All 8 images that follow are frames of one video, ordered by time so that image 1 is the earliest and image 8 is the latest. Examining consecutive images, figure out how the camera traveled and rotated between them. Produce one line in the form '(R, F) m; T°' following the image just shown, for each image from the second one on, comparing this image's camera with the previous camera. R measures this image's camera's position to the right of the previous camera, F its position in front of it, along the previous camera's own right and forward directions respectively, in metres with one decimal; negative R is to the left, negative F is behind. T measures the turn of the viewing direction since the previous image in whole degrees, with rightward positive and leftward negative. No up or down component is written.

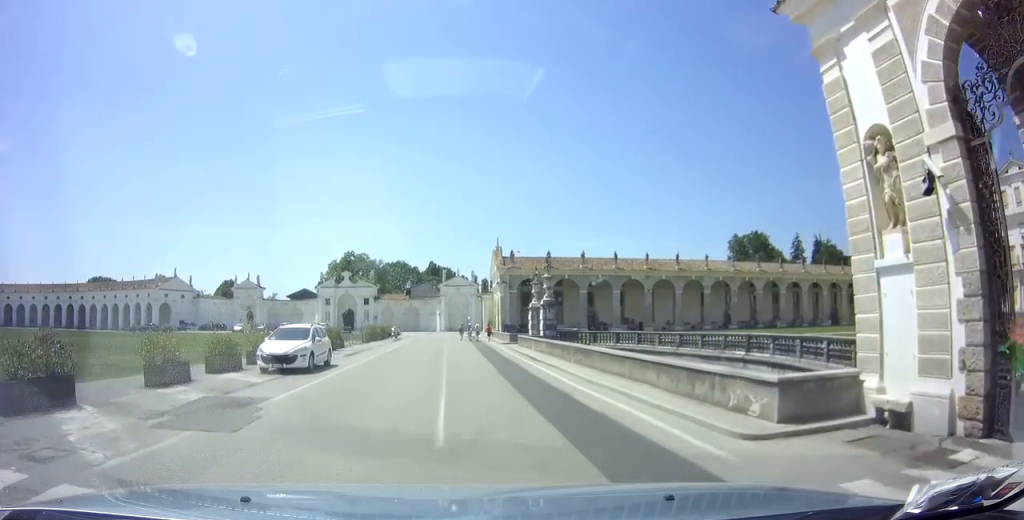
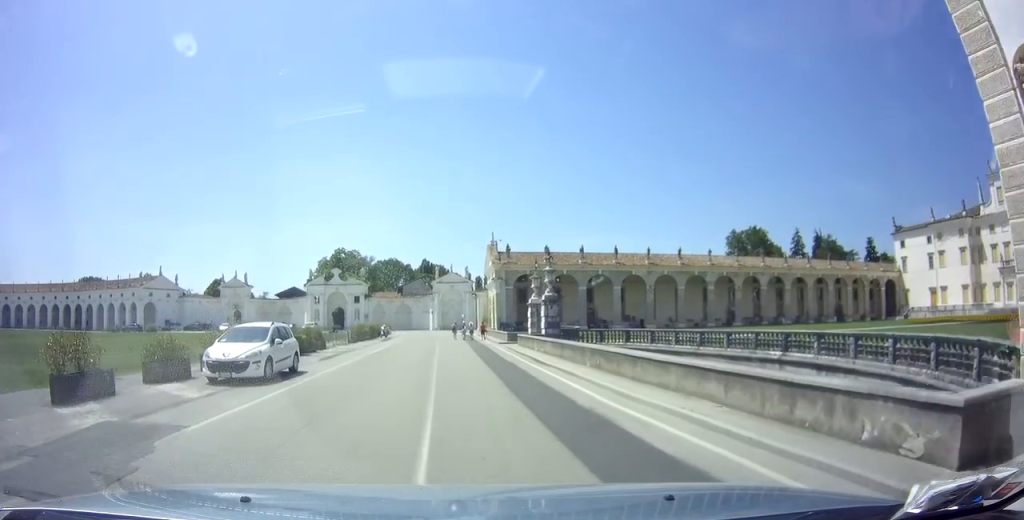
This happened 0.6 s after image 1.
(+0.2, +3.7) m; 0°
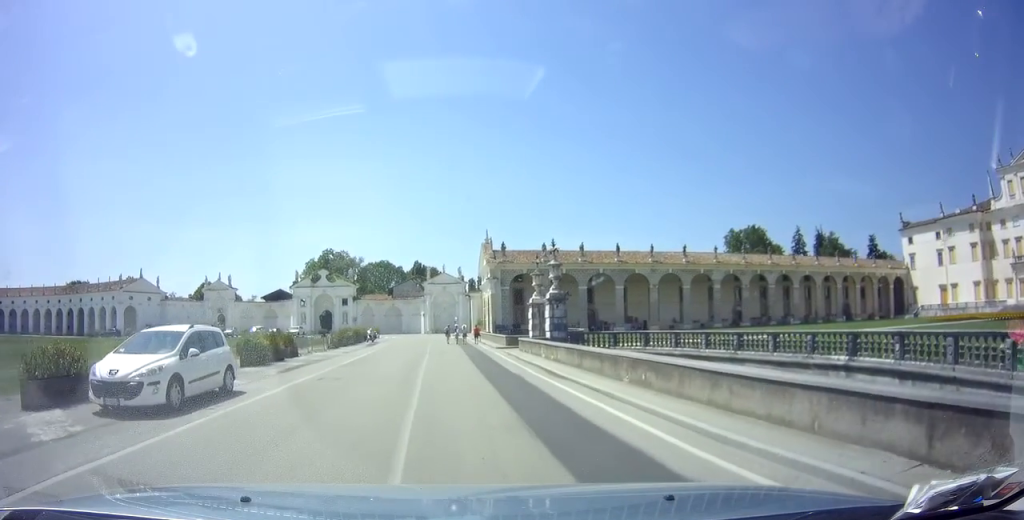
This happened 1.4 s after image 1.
(+0.1, +5.0) m; -1°
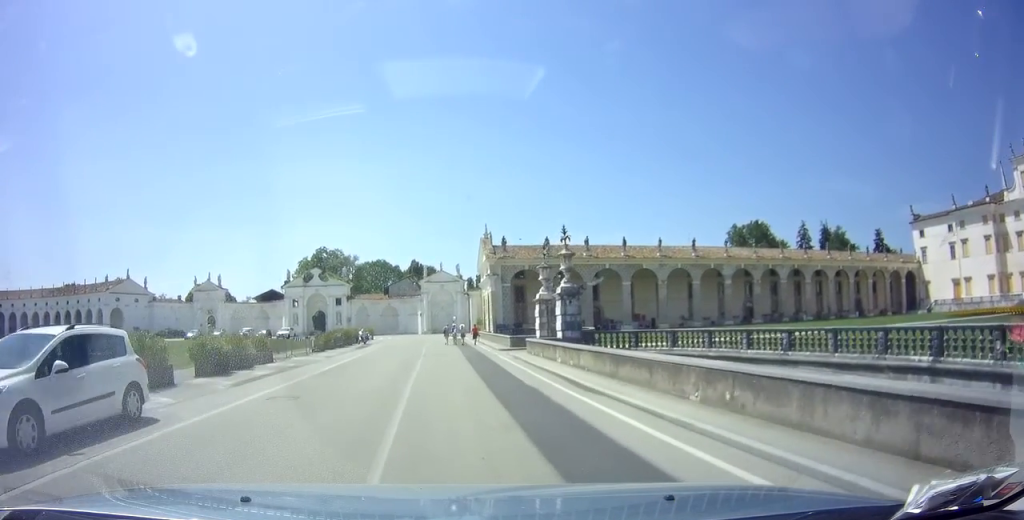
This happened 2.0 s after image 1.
(-0.2, +4.0) m; -2°
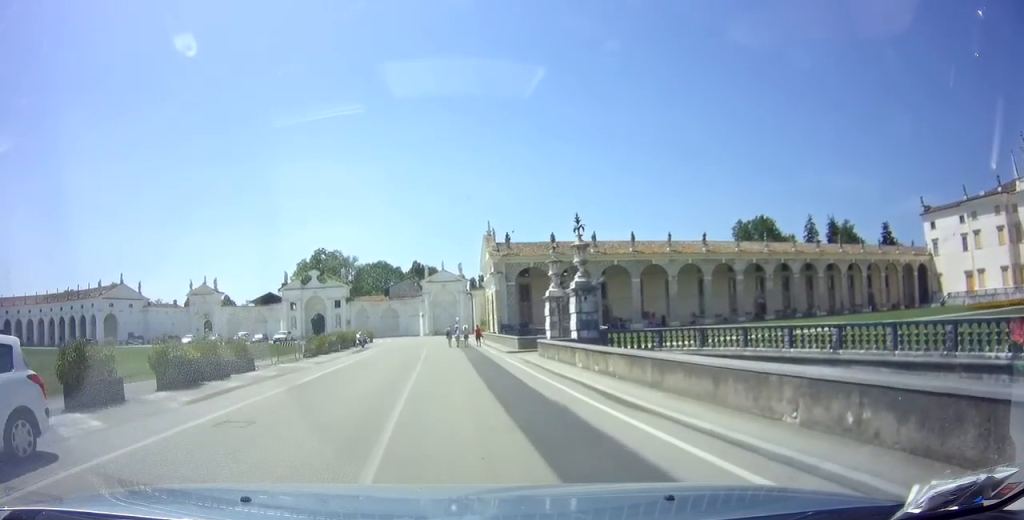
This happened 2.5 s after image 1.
(0.0, +2.7) m; 0°
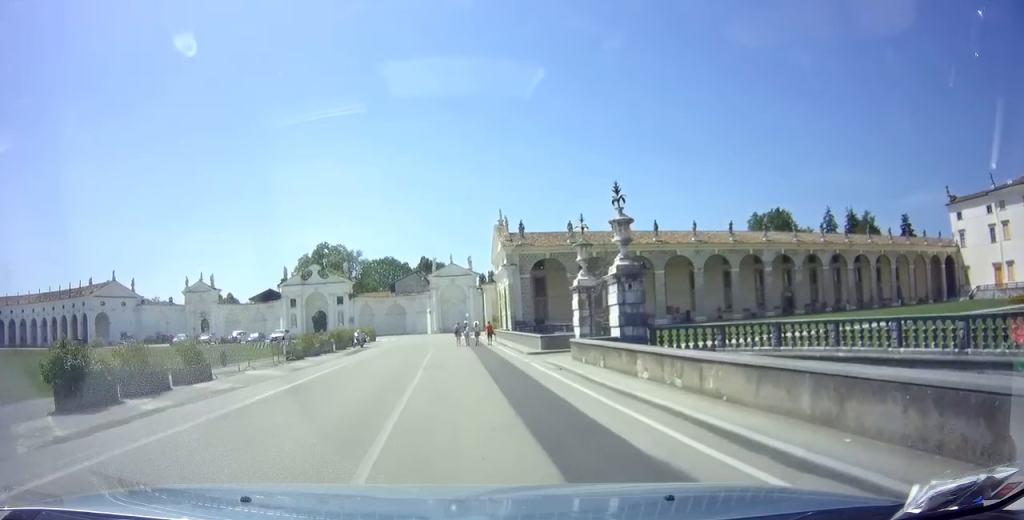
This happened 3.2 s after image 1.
(0.0, +4.8) m; 0°
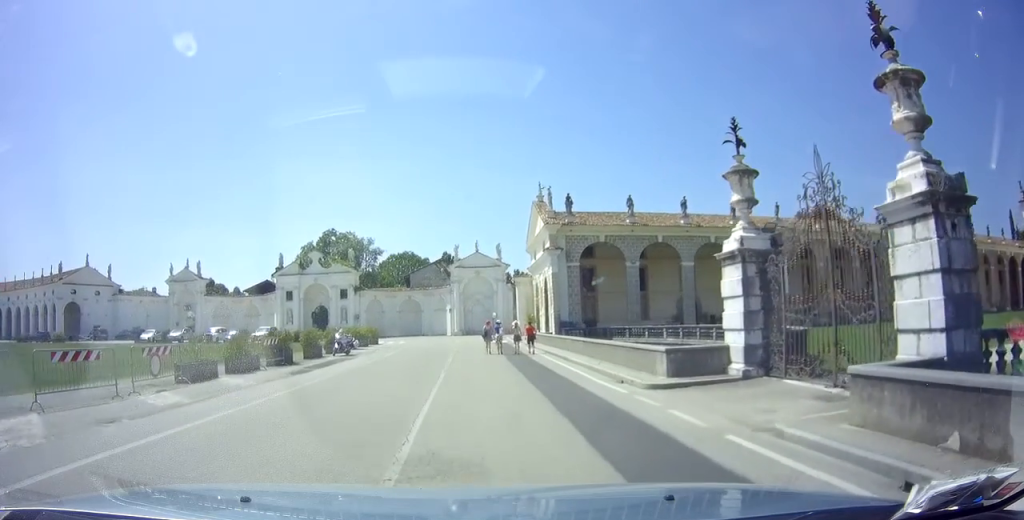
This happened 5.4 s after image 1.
(0.0, +12.2) m; 0°
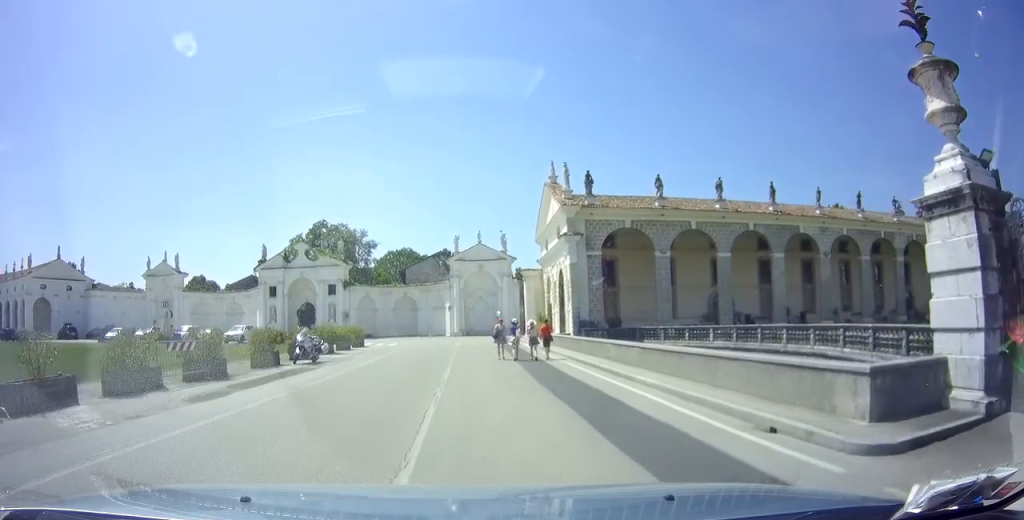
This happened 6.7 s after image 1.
(0.0, +6.0) m; 0°
